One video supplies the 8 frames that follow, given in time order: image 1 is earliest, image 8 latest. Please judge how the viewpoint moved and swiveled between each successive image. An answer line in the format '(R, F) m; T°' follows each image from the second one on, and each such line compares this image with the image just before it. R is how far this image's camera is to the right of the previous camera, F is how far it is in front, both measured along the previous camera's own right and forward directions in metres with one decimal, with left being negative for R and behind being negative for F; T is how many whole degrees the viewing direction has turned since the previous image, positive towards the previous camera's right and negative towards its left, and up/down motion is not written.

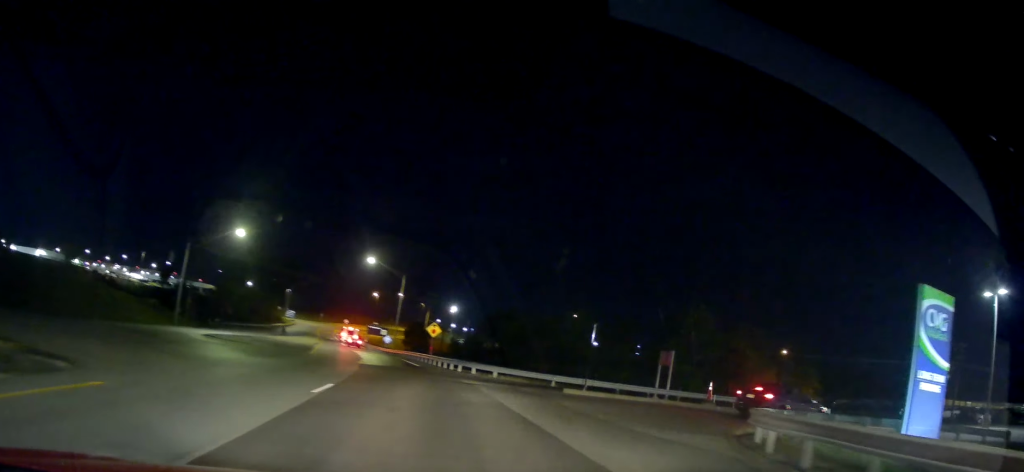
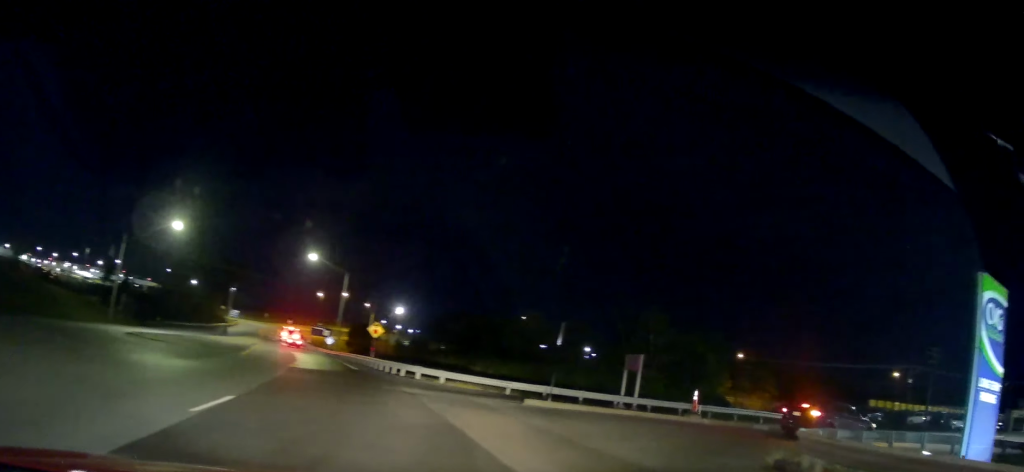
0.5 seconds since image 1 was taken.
(0.0, +4.6) m; +2°
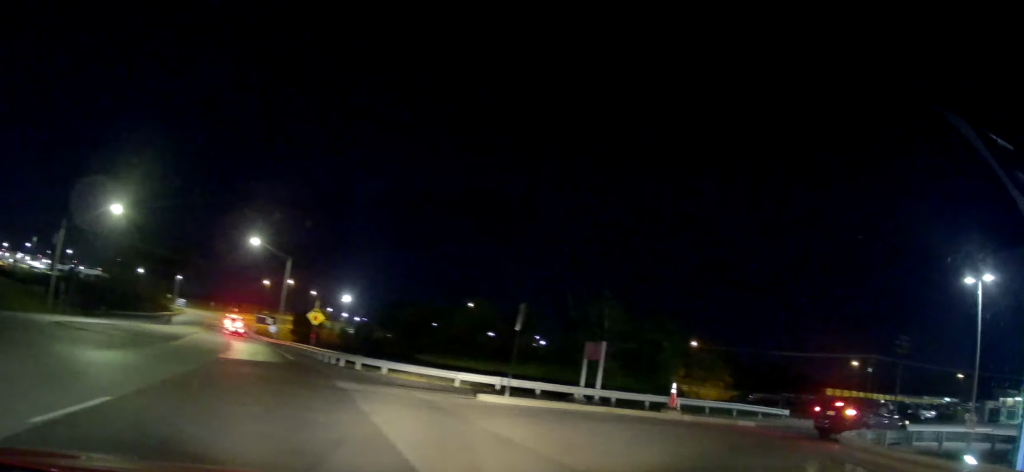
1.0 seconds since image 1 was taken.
(-0.2, +3.4) m; +3°
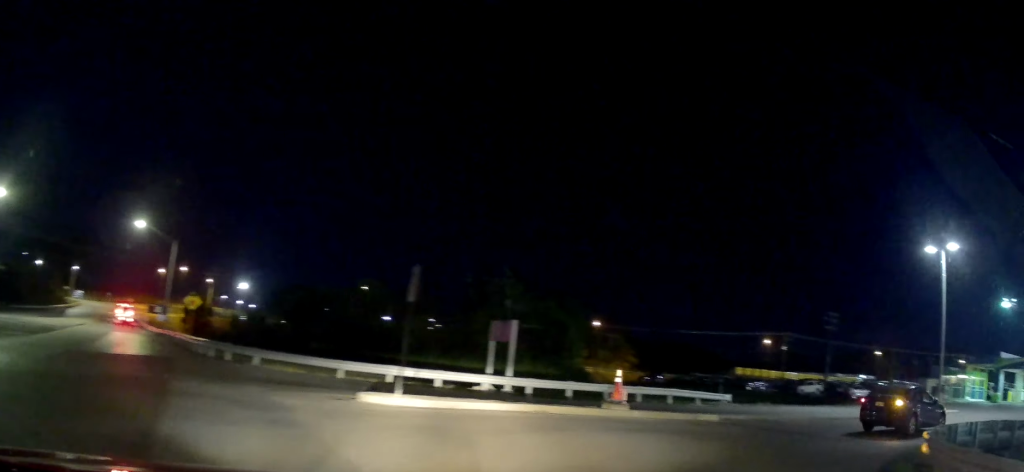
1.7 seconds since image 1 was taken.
(+0.3, +5.2) m; +9°
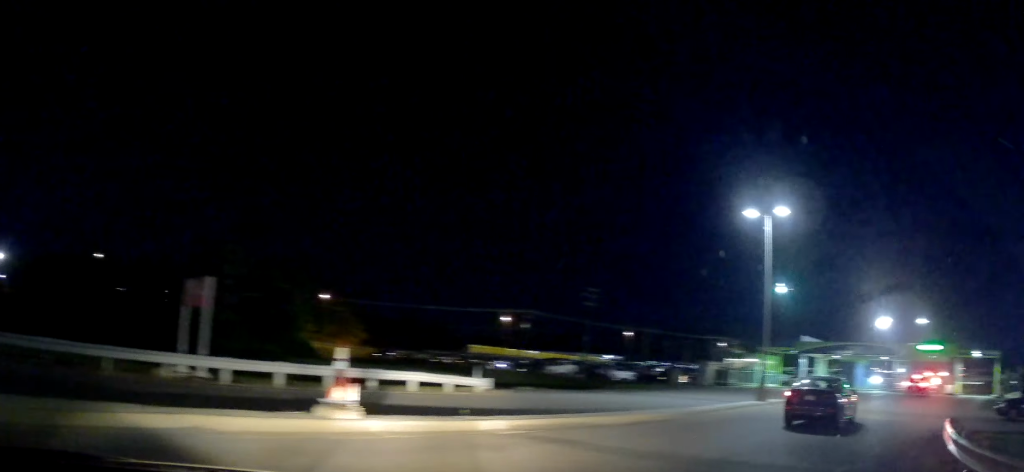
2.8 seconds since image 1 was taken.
(+1.2, +7.1) m; +16°
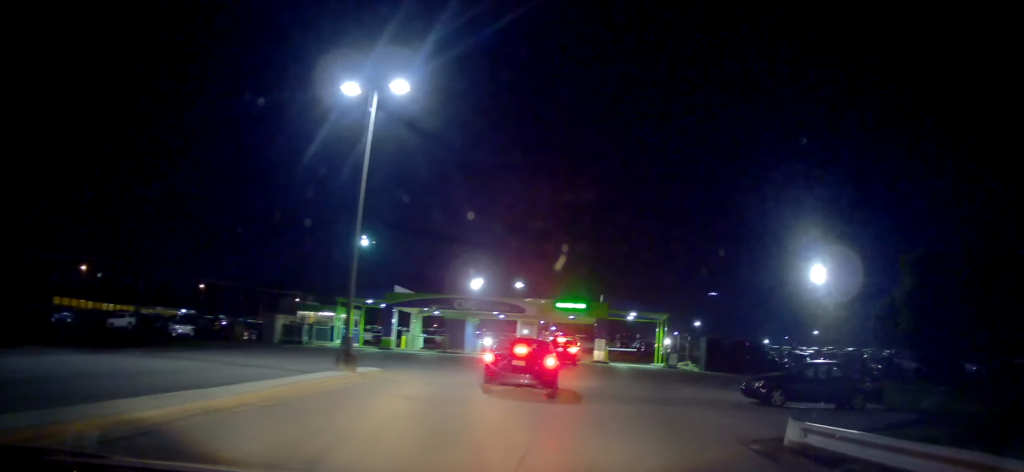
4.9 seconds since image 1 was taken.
(+2.6, +9.9) m; +34°
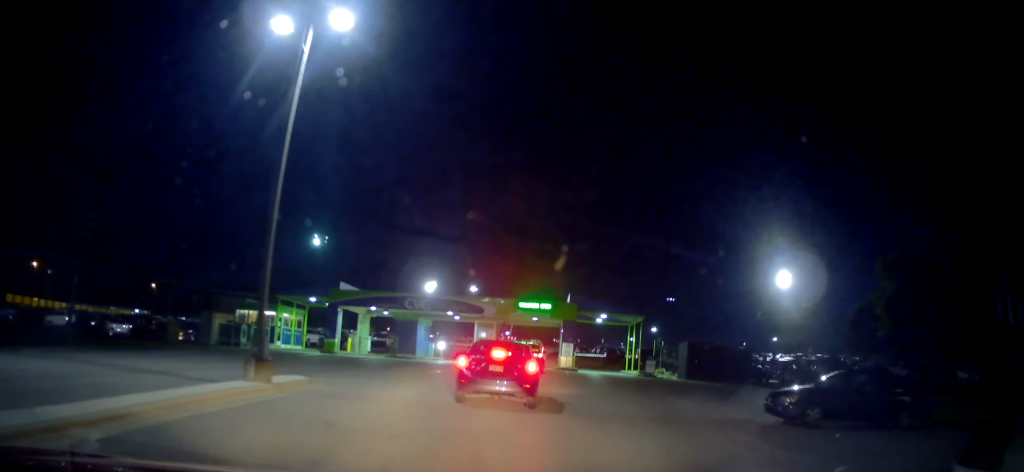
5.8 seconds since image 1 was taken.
(+0.6, +4.0) m; +15°
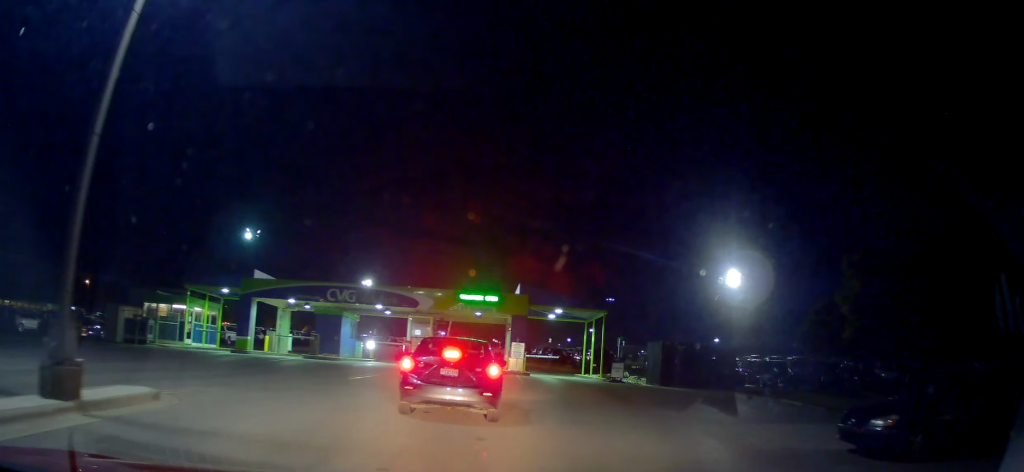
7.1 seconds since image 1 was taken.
(+0.9, +5.4) m; +16°
